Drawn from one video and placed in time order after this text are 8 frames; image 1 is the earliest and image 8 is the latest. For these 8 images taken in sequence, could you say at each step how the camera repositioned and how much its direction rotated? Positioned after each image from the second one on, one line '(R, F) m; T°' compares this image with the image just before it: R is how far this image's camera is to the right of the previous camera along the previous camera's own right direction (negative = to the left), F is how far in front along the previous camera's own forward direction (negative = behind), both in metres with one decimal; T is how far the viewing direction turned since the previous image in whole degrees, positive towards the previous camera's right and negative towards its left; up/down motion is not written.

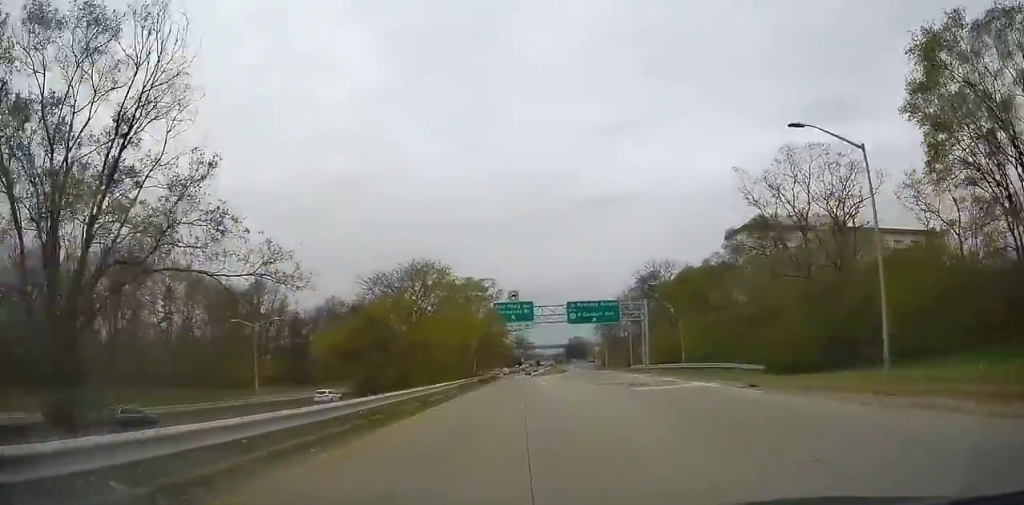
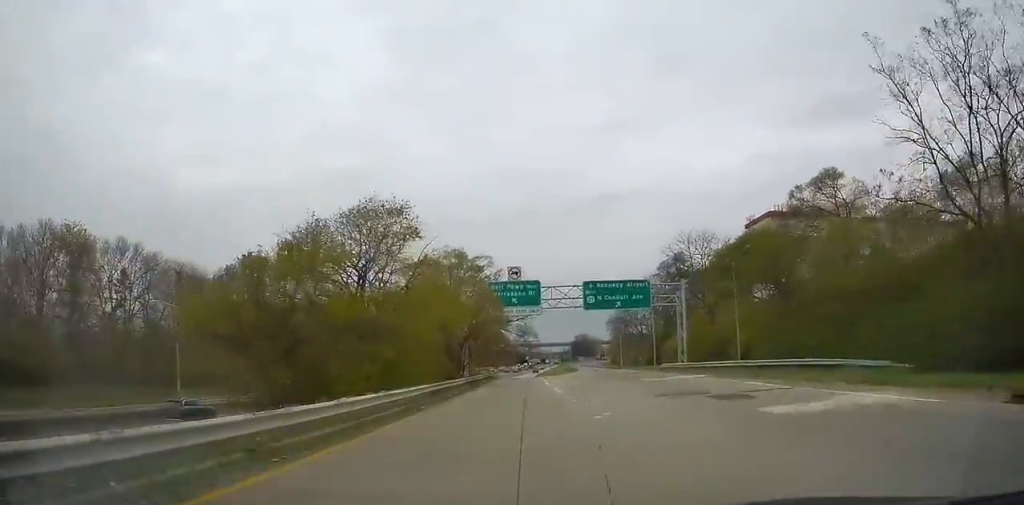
(-0.3, +14.8) m; -1°
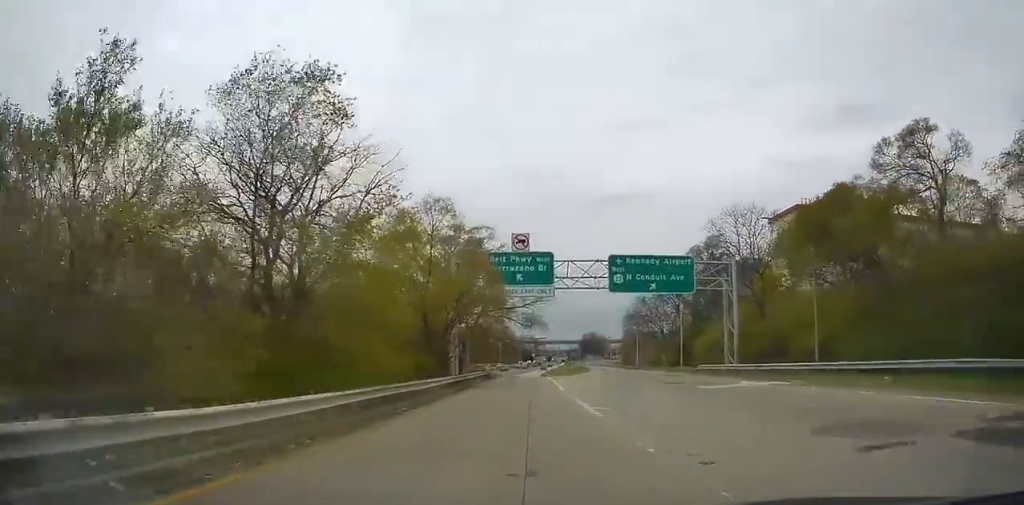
(0.0, +11.8) m; +1°
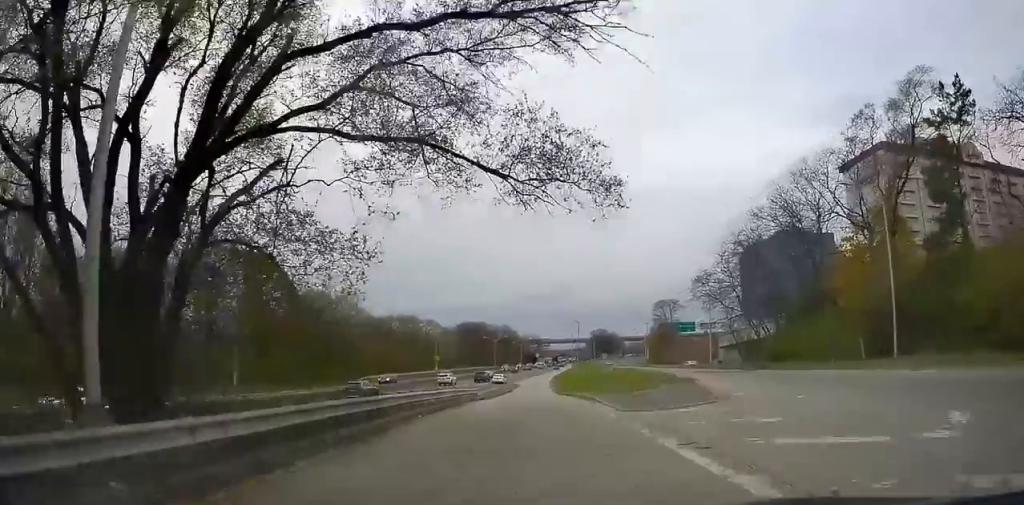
(-0.2, +43.9) m; -1°
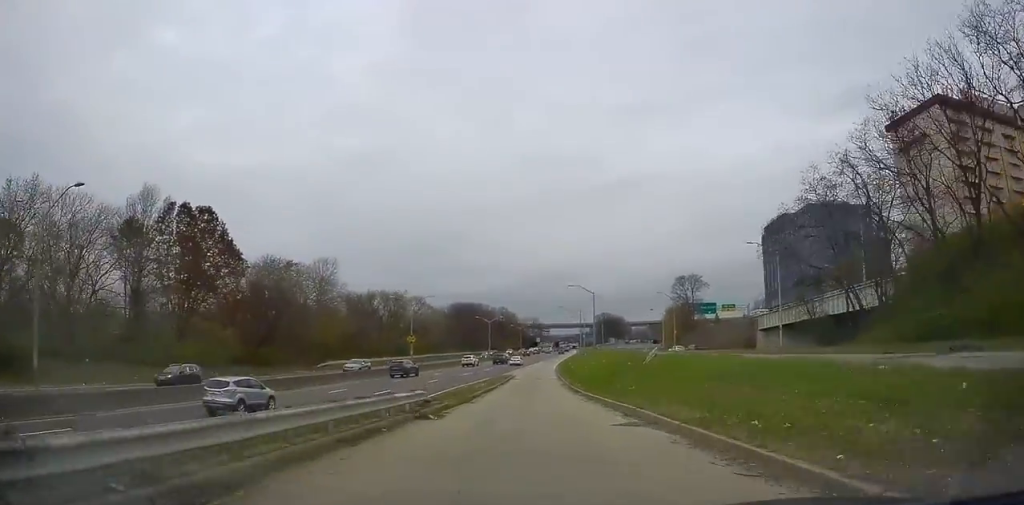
(+0.2, +20.0) m; 0°
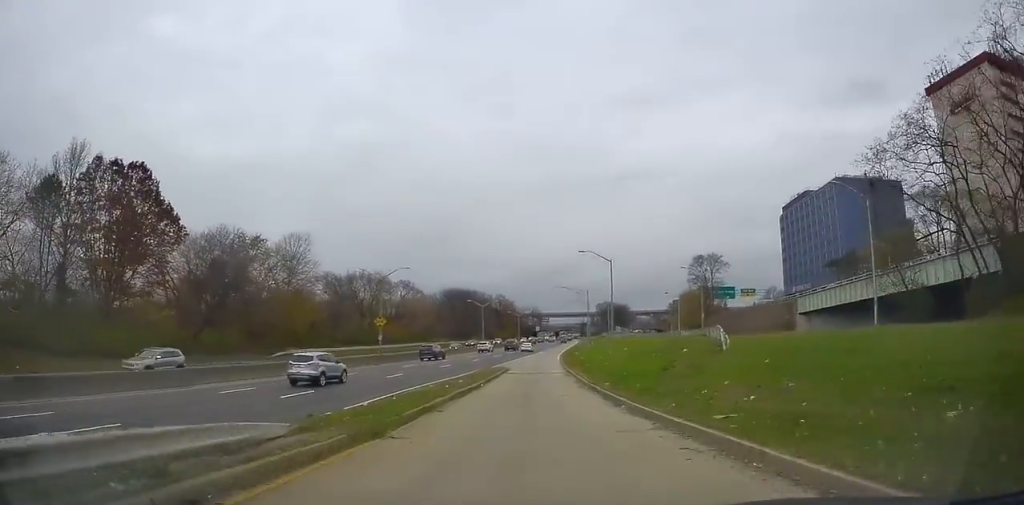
(+0.1, +15.0) m; 0°
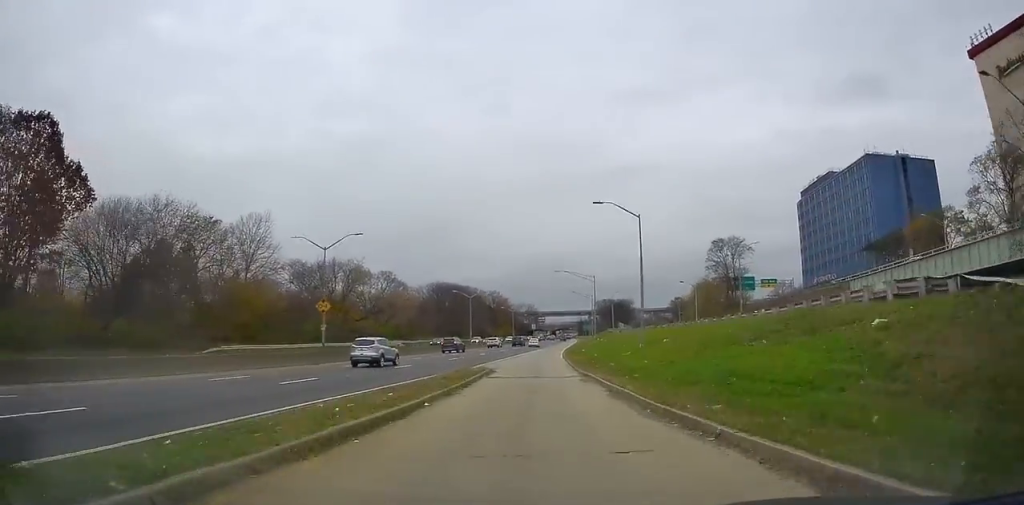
(-0.6, +15.3) m; -1°
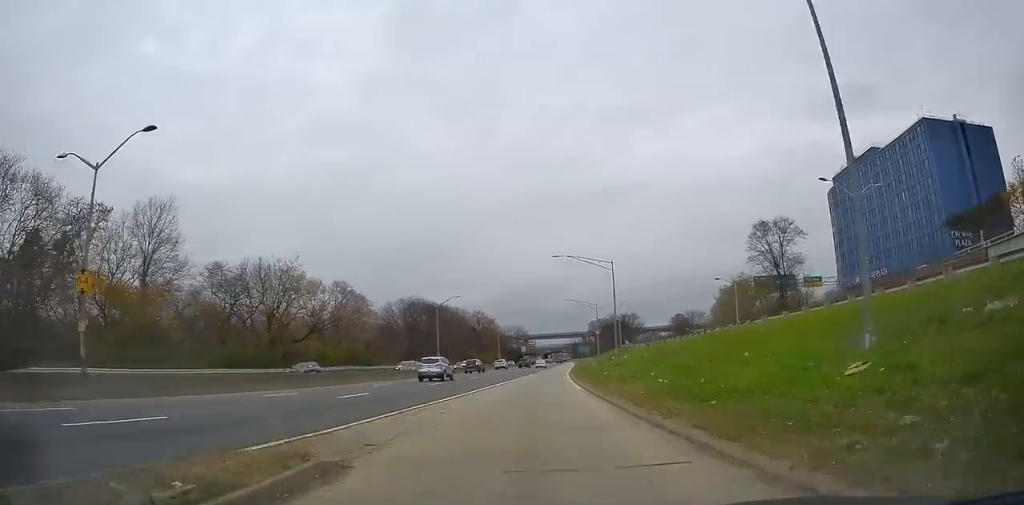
(+0.4, +25.1) m; 0°
